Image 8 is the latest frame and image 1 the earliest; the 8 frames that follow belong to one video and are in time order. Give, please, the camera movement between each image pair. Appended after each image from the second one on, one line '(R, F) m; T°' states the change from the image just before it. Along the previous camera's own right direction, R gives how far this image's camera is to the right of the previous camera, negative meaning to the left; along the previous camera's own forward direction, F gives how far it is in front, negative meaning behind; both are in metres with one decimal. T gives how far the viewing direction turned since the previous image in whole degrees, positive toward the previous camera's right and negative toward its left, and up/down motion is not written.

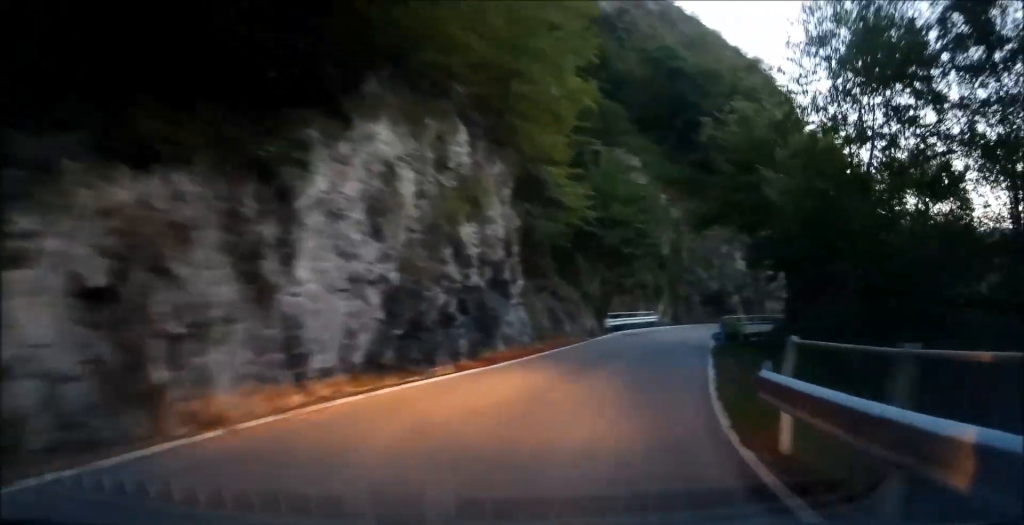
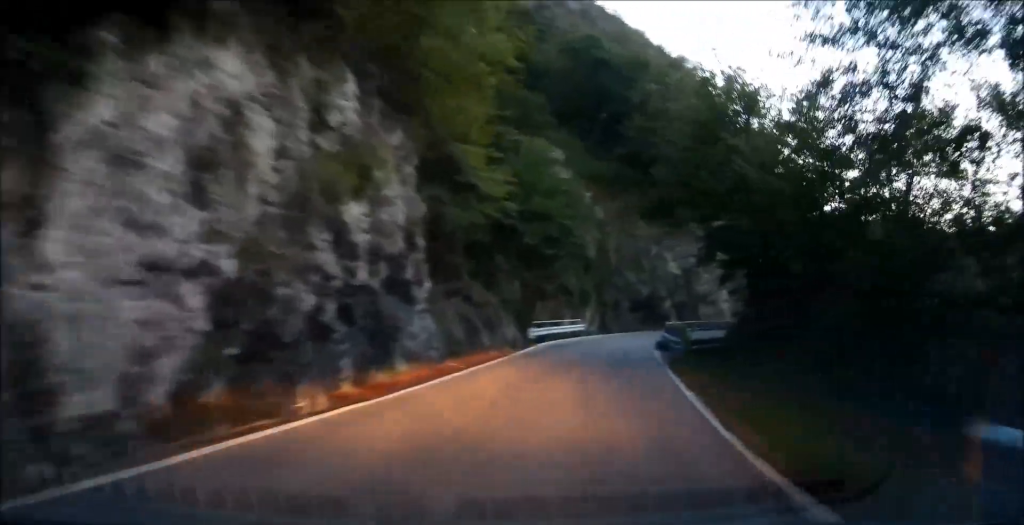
(+0.4, +5.0) m; +5°
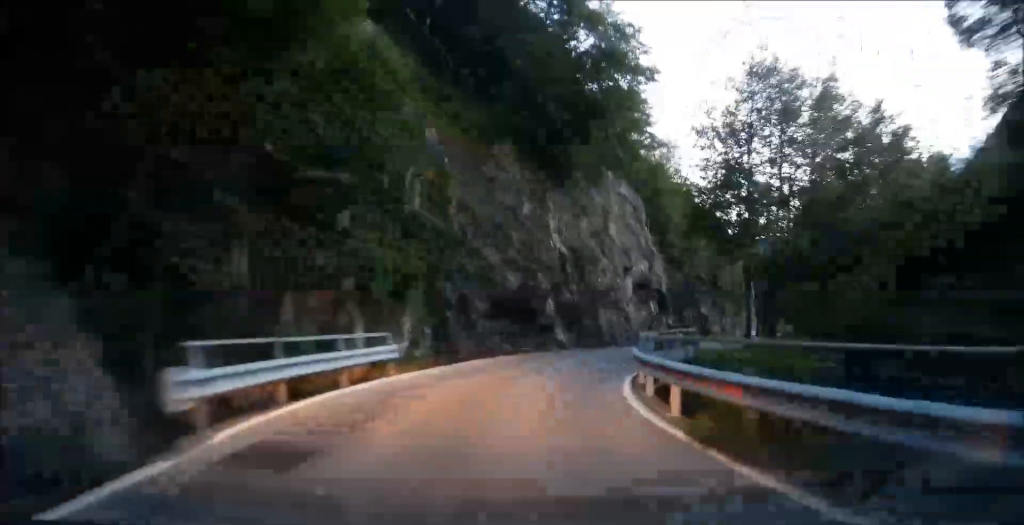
(+3.1, +23.4) m; +14°
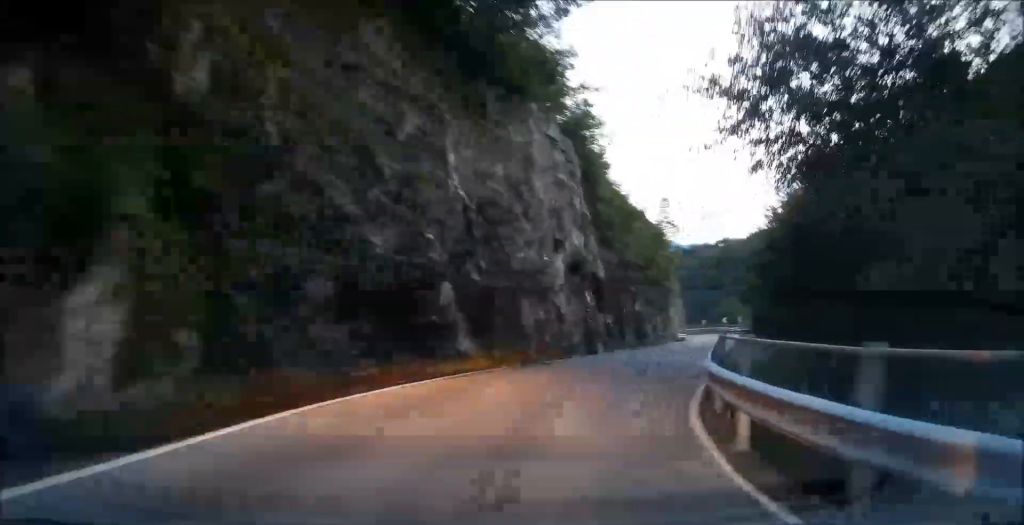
(+1.1, +12.9) m; +13°
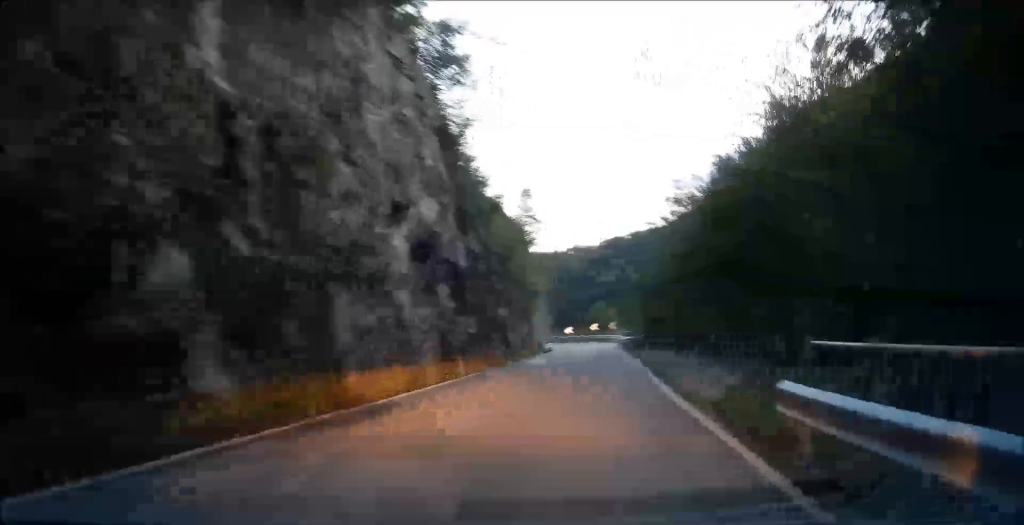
(+1.0, +9.7) m; +10°
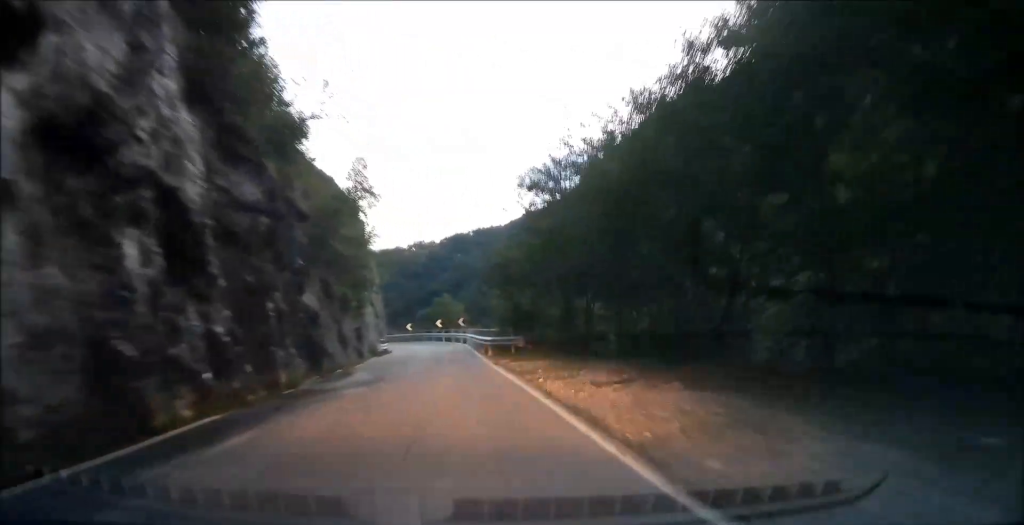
(+1.2, +12.1) m; +9°
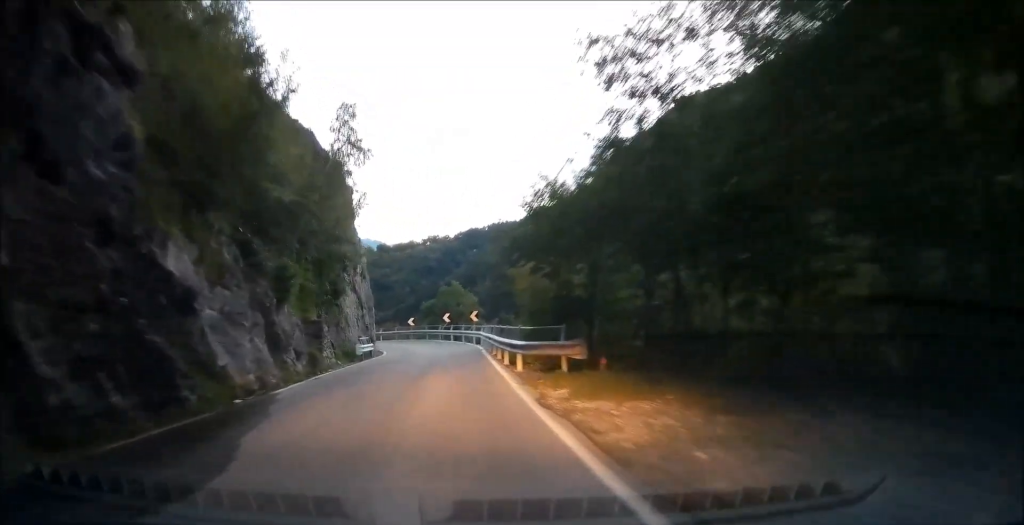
(+0.9, +13.2) m; +5°
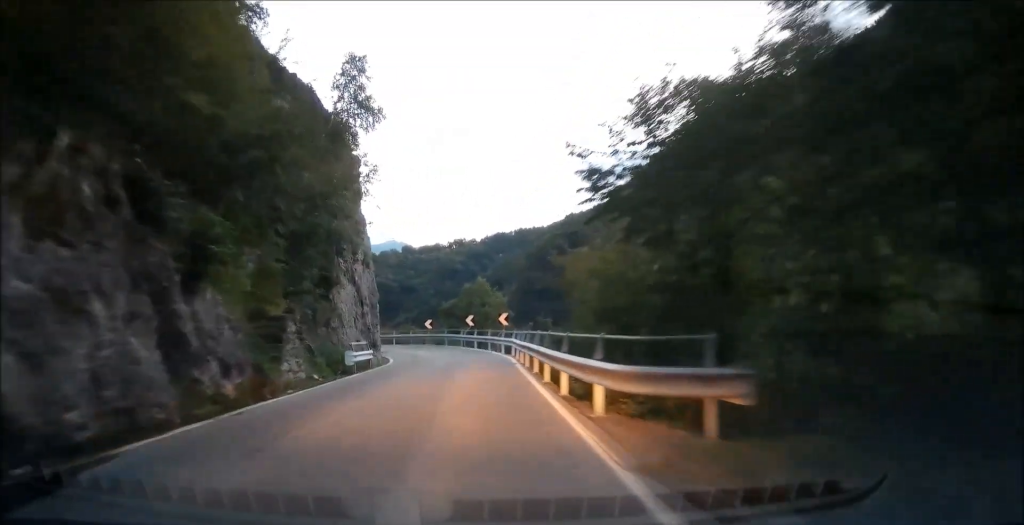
(+0.2, +8.2) m; +1°
